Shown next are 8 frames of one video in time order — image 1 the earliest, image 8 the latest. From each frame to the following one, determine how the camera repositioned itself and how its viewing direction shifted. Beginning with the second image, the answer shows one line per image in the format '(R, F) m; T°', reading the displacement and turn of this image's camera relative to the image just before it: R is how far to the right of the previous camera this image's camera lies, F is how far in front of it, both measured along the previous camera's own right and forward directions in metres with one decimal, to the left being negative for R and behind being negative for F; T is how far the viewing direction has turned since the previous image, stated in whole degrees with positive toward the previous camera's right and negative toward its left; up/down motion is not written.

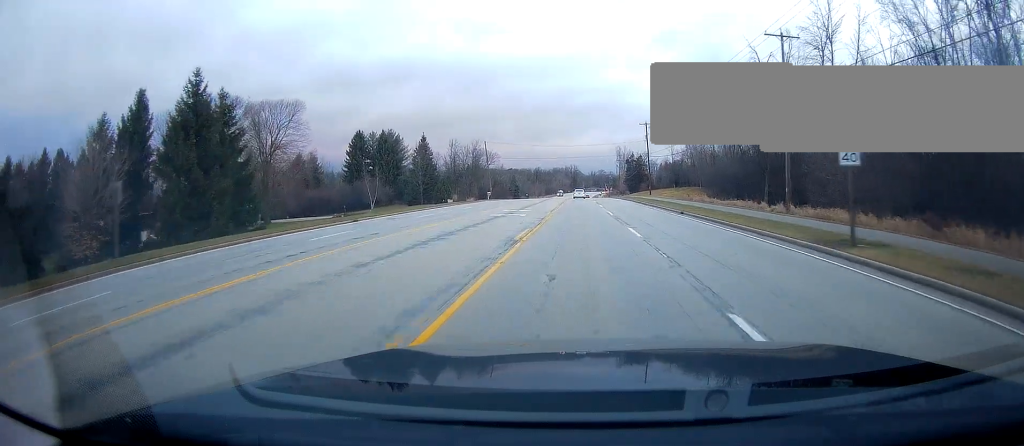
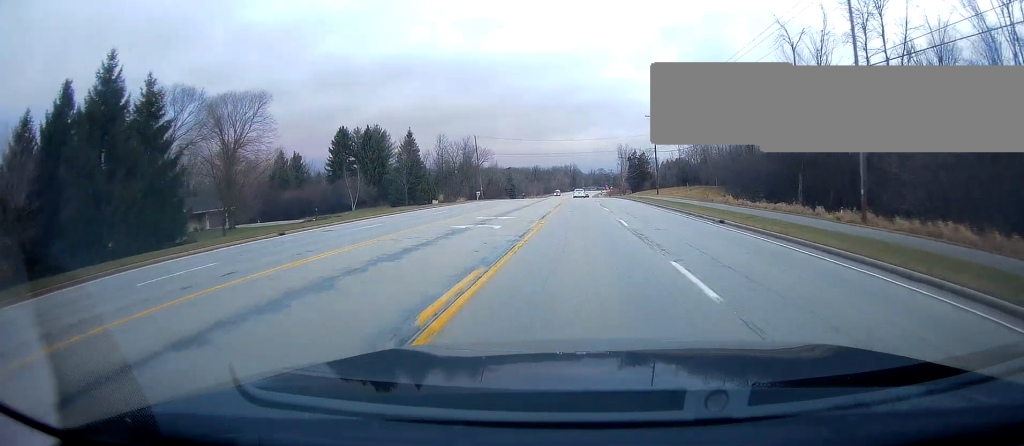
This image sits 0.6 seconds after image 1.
(0.0, +10.4) m; 0°
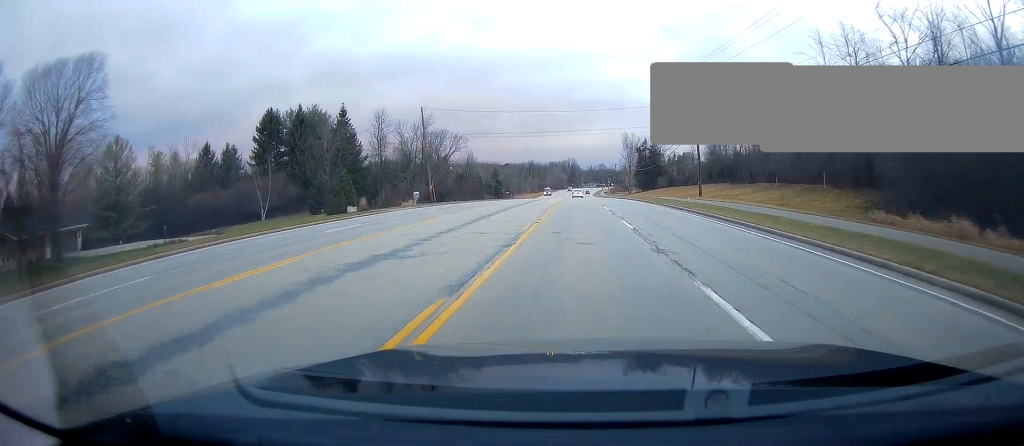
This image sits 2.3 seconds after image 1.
(0.0, +34.2) m; 0°
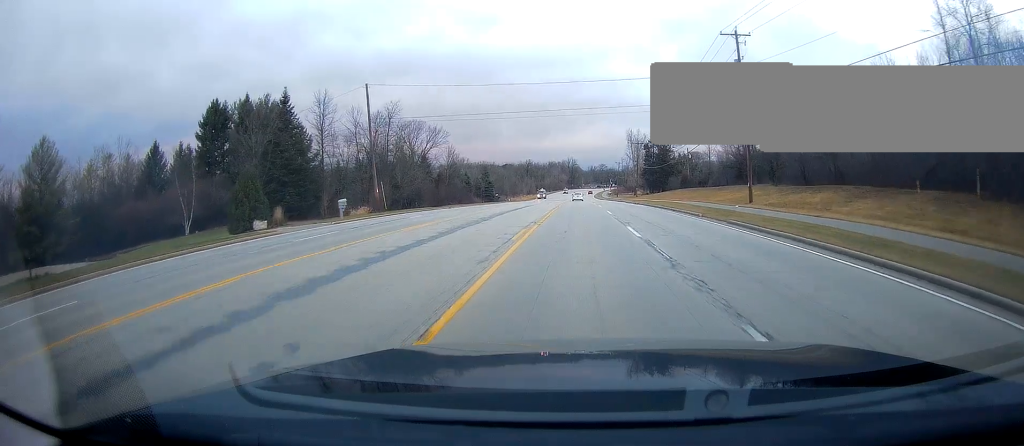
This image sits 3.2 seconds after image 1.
(0.0, +18.2) m; 0°
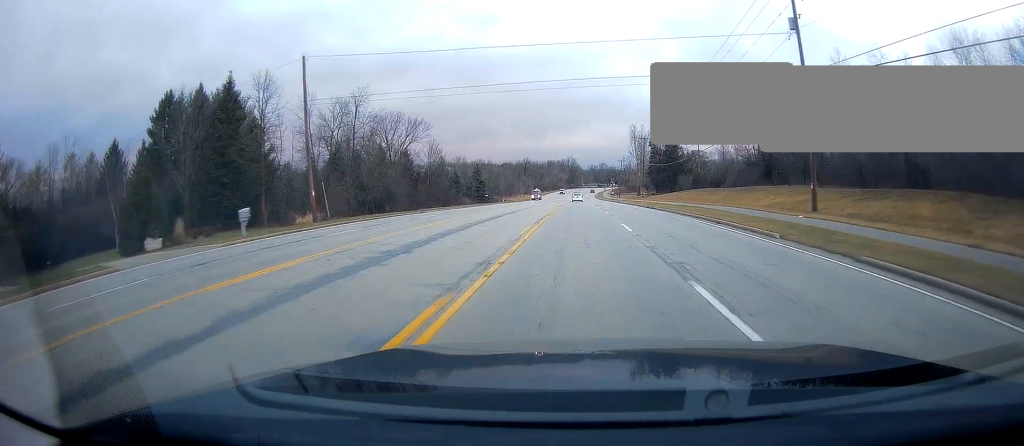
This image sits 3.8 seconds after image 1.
(0.0, +12.3) m; 0°
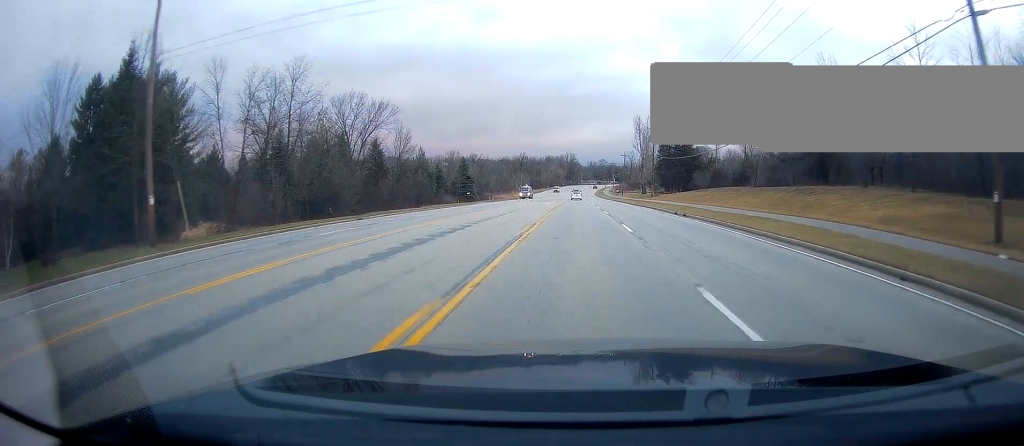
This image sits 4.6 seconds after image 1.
(0.0, +16.0) m; 0°
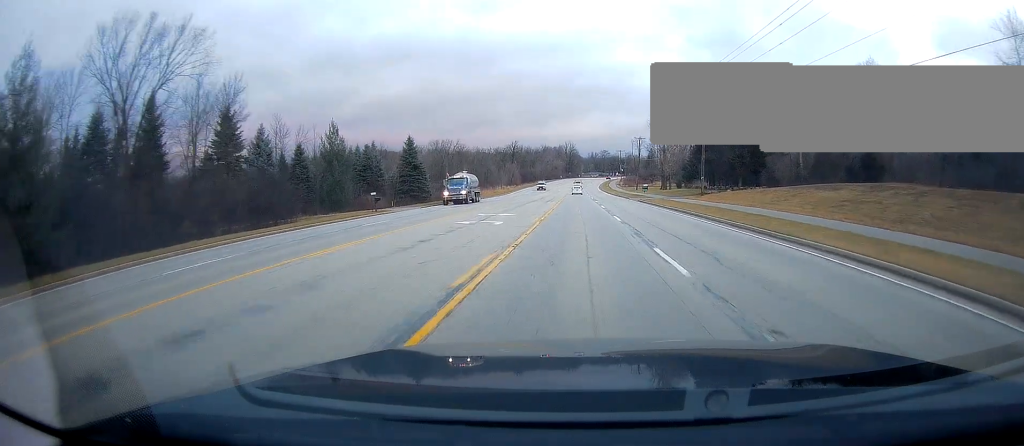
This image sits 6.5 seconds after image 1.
(0.0, +41.3) m; -2°
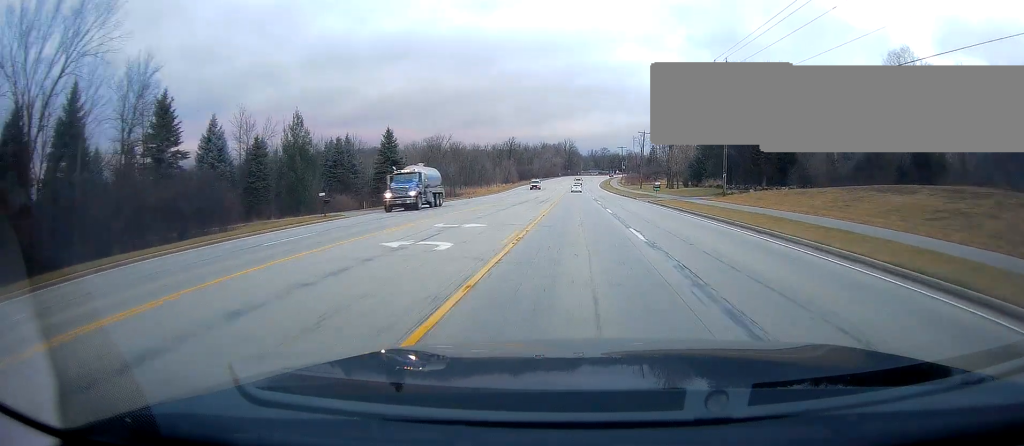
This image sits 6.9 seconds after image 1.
(-0.2, +9.6) m; 0°
